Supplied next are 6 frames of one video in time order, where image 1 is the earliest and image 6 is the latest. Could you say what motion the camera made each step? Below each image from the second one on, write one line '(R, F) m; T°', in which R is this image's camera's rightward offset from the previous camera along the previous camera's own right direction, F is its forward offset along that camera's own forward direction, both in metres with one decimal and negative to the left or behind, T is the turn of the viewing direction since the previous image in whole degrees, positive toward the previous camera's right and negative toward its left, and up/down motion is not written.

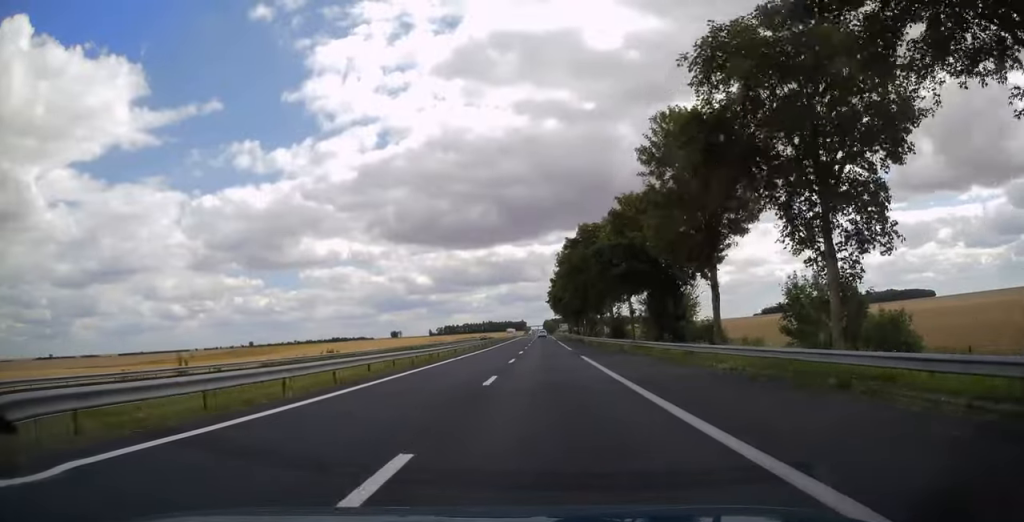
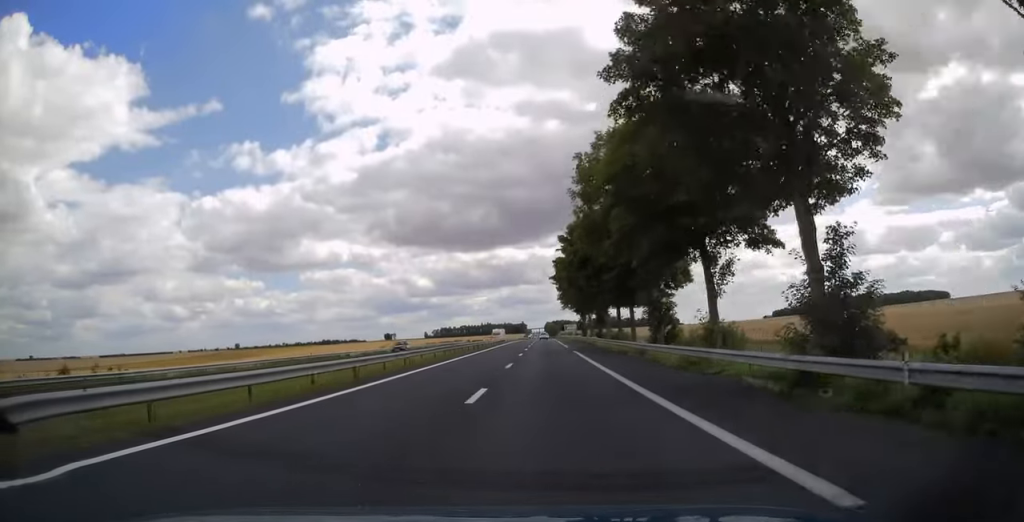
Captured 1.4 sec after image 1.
(+0.1, +41.9) m; 0°
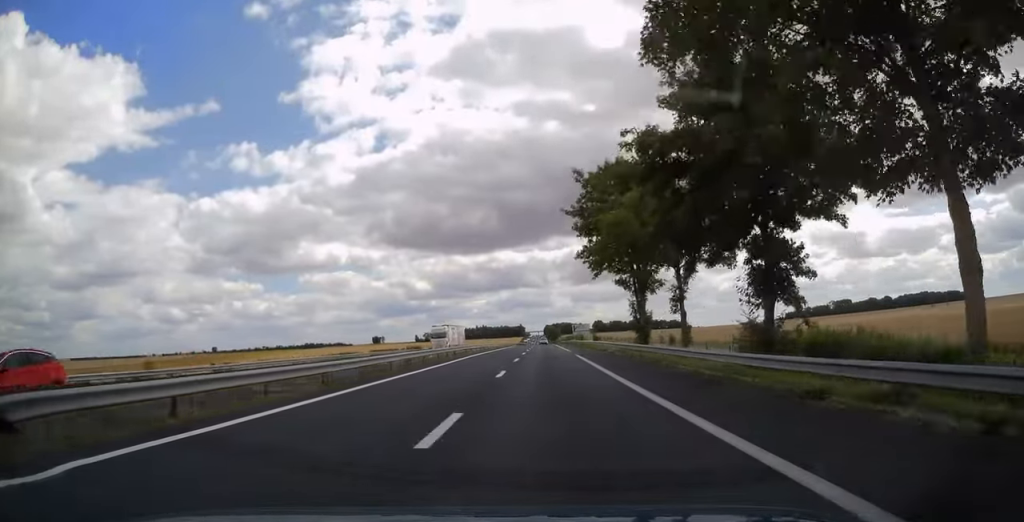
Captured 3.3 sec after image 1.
(0.0, +55.2) m; 0°
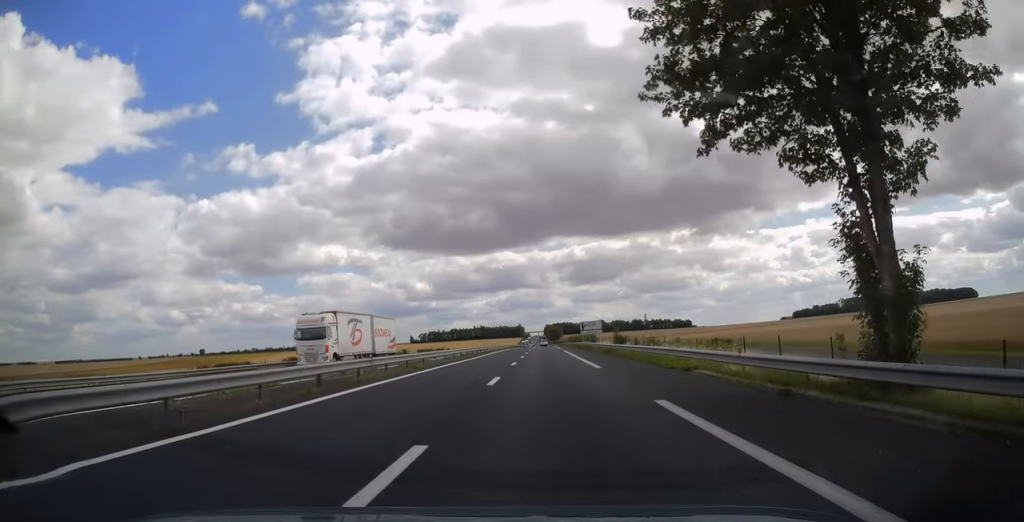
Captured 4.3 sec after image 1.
(0.0, +28.3) m; 0°
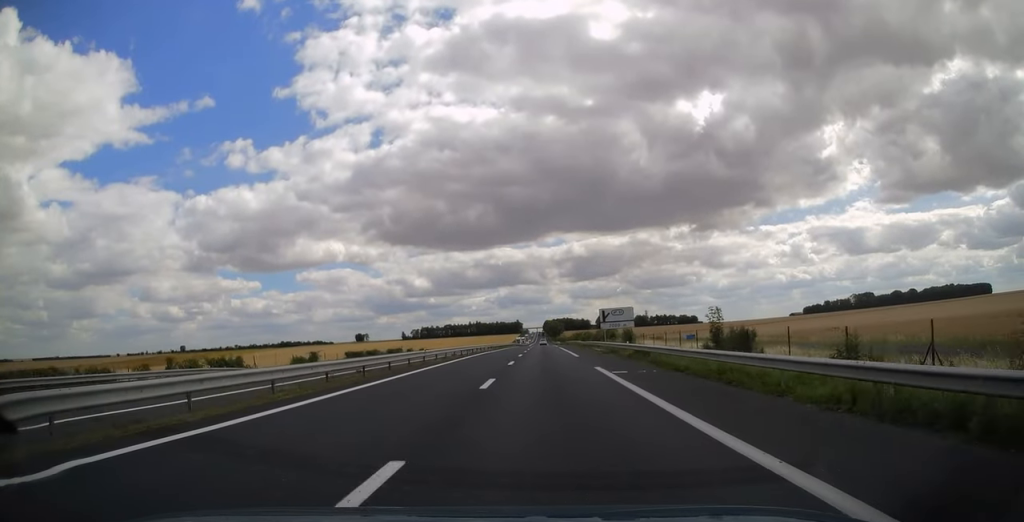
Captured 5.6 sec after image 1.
(+0.1, +39.1) m; 0°
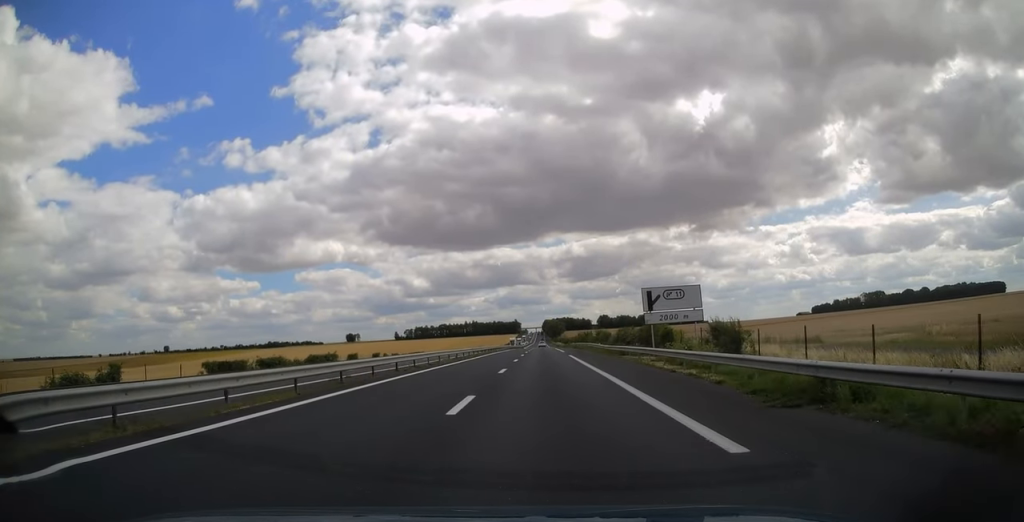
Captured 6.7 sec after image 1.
(0.0, +30.3) m; 0°
